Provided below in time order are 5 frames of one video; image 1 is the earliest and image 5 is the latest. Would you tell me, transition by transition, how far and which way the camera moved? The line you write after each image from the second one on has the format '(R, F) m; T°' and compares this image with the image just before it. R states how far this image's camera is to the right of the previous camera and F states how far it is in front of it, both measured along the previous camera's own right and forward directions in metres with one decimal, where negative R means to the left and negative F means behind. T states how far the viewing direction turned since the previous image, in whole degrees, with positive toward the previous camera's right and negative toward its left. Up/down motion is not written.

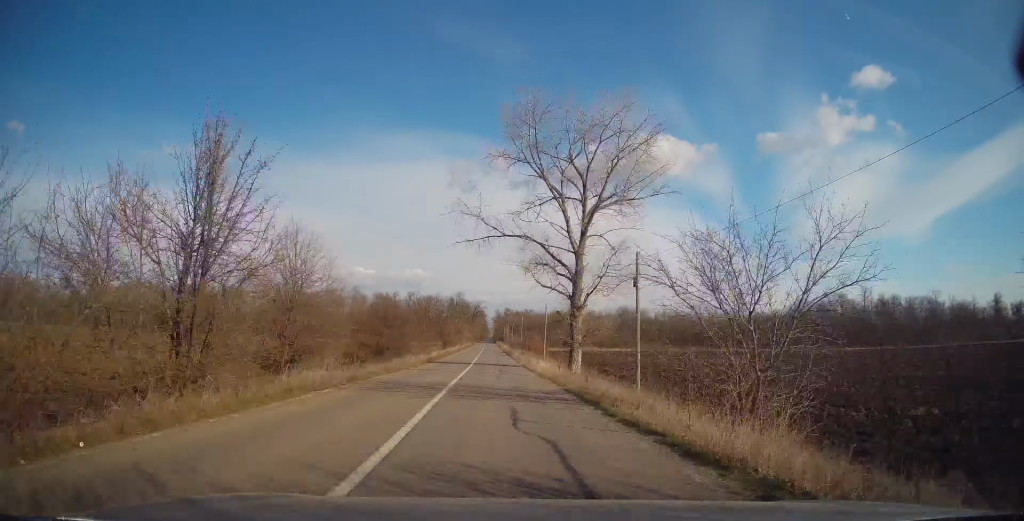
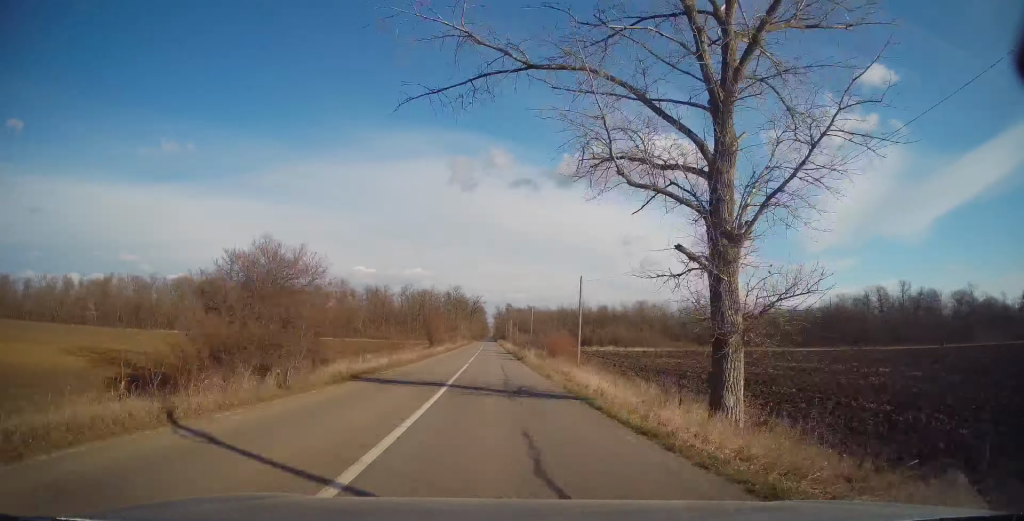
(+0.4, +21.3) m; 0°
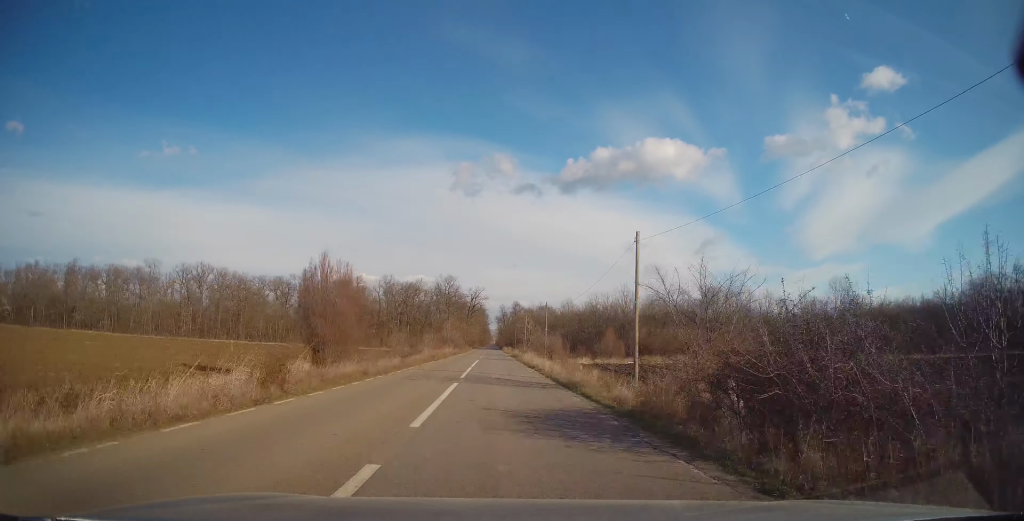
(+0.4, +50.1) m; +1°
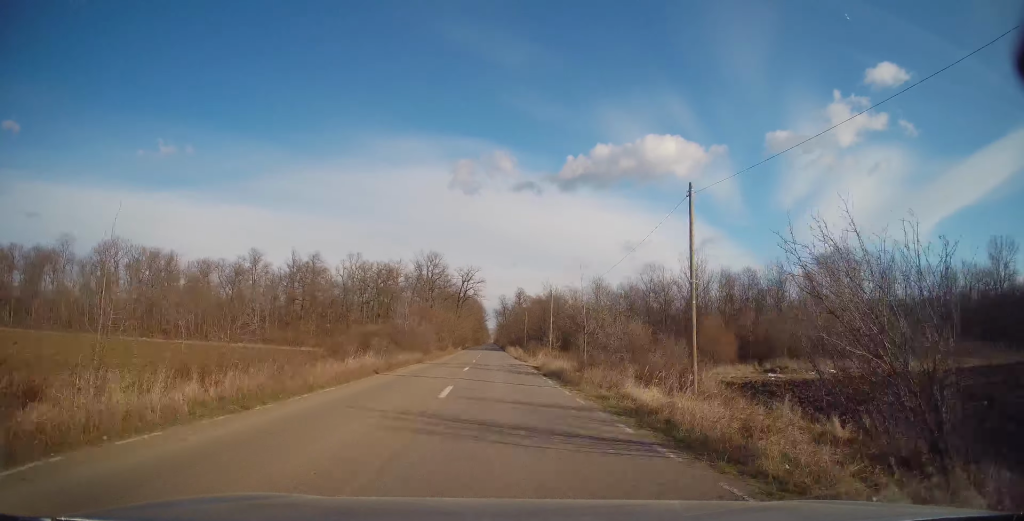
(-0.3, +40.9) m; 0°
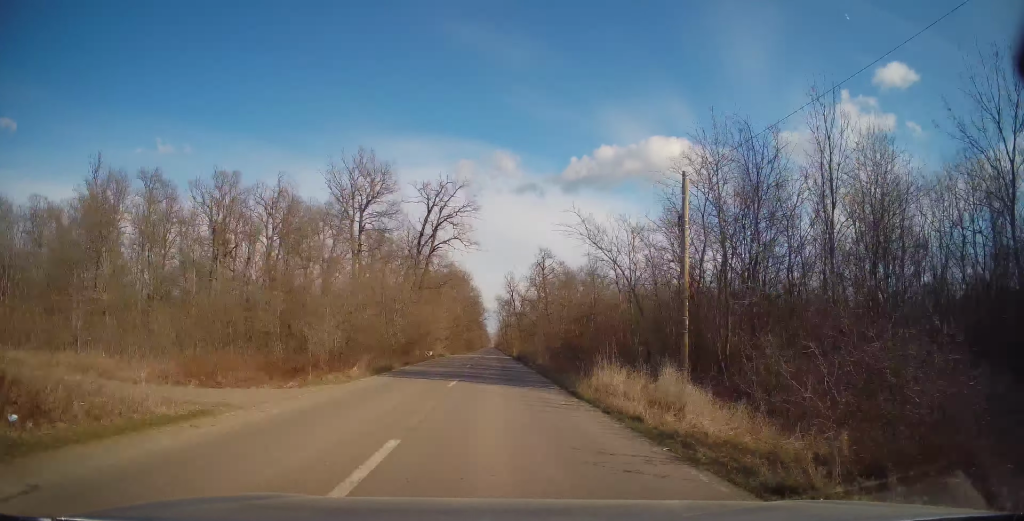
(-0.2, +67.2) m; 0°
